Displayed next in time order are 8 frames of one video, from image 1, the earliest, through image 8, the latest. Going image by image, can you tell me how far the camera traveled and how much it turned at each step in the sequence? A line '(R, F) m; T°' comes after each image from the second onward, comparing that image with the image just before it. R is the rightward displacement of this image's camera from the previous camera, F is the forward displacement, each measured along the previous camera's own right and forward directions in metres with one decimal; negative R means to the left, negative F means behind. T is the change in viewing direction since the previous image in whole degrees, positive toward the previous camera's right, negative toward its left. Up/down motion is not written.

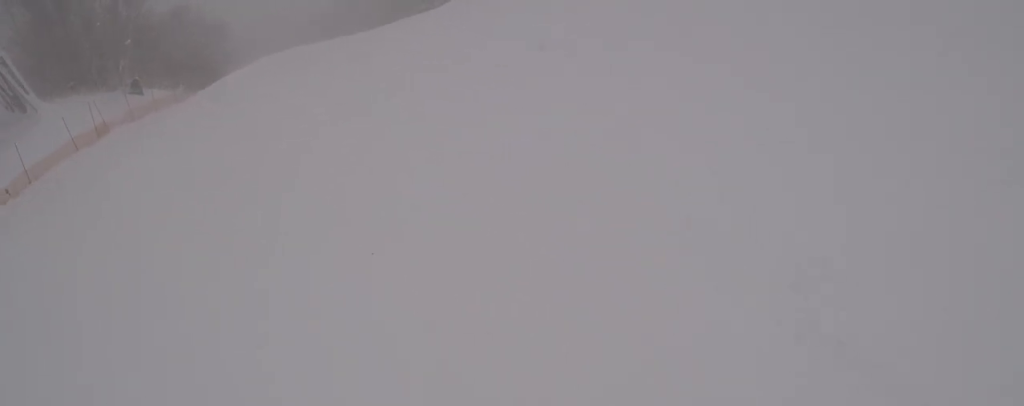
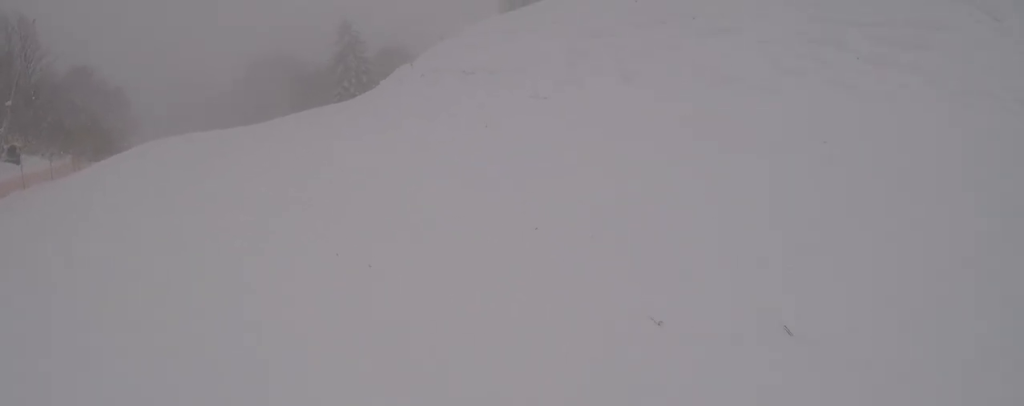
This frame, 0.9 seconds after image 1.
(+1.5, +5.1) m; +4°
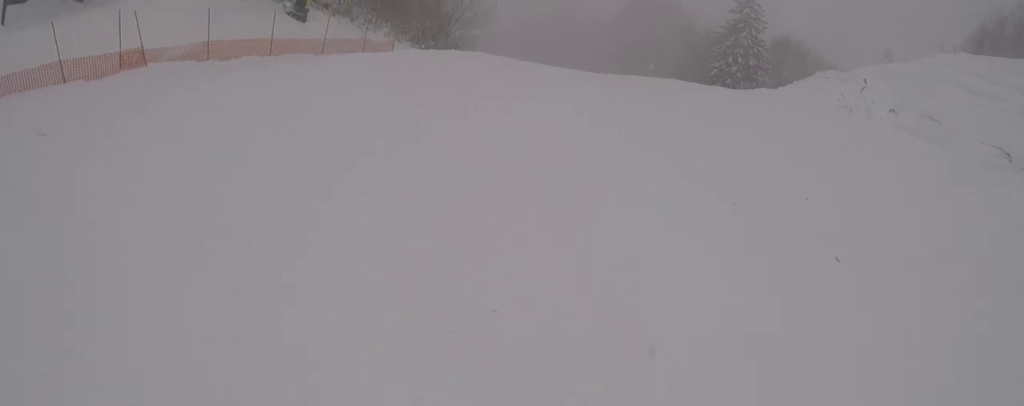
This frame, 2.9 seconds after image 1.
(-2.8, +10.6) m; -19°
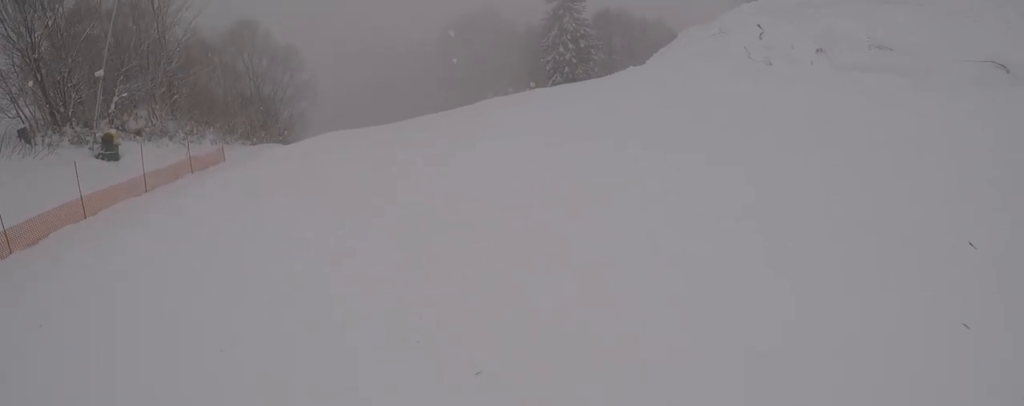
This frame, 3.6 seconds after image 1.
(0.0, +3.4) m; +3°
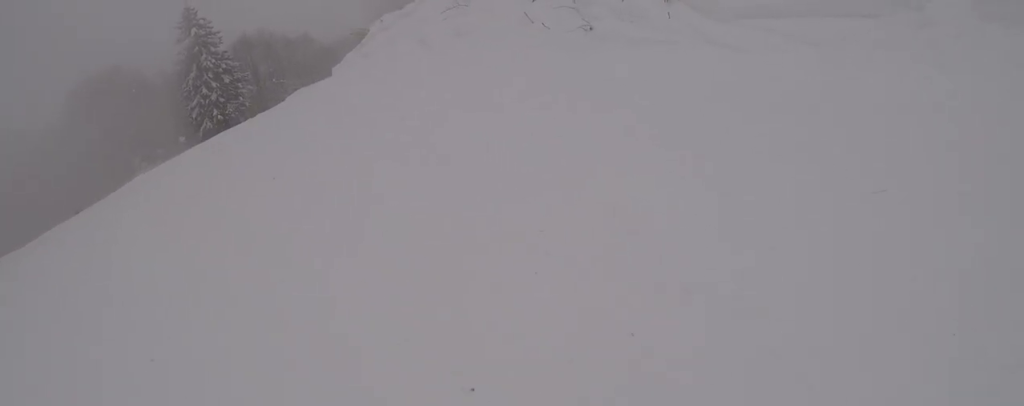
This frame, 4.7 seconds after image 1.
(+0.5, +6.0) m; +4°
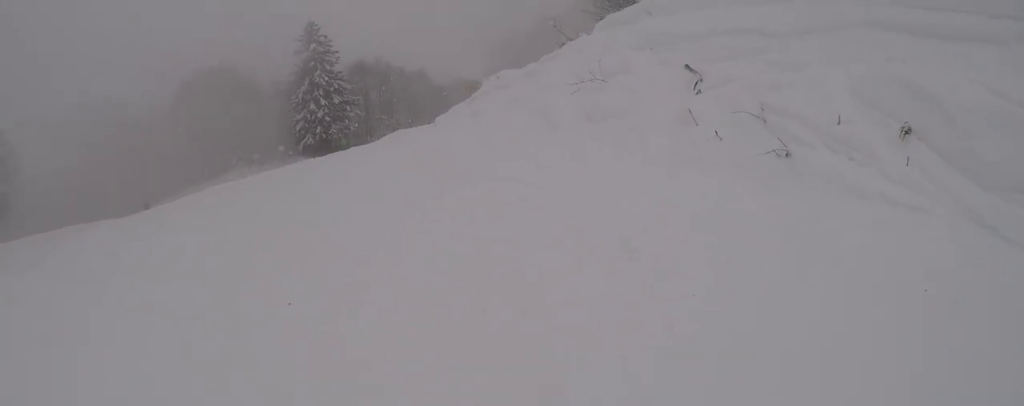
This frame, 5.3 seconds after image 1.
(+0.1, +3.0) m; -1°
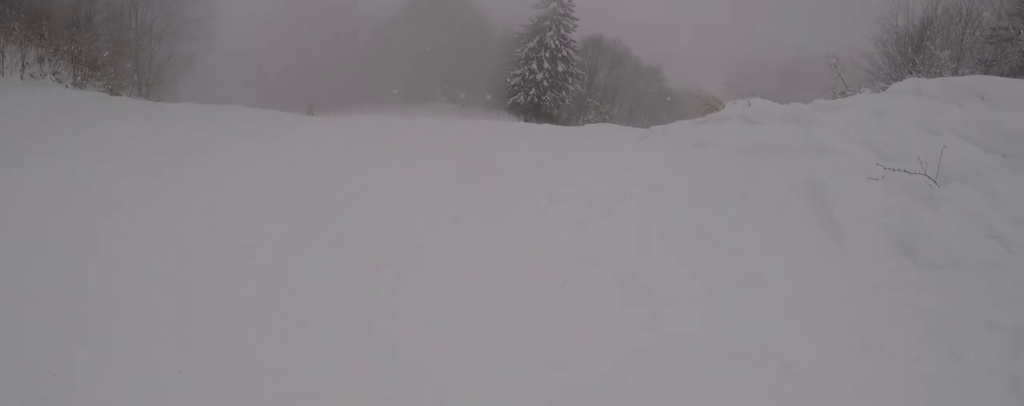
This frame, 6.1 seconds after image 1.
(-0.4, +4.3) m; -4°
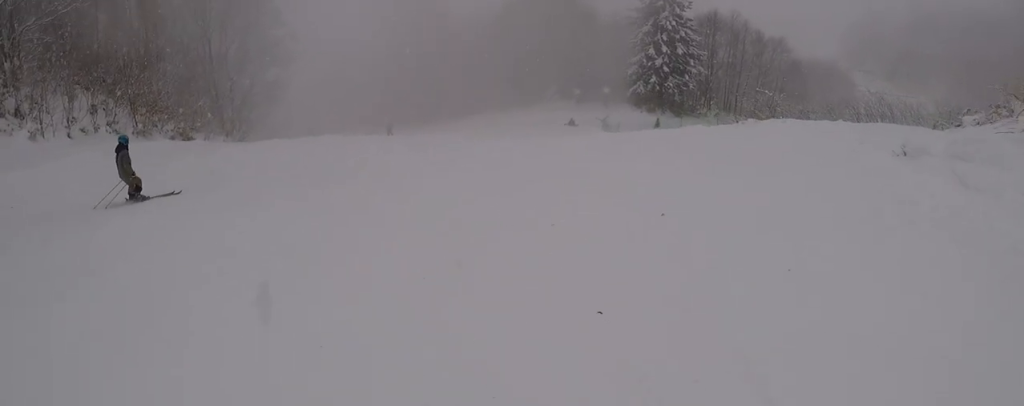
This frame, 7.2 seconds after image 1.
(+0.3, +6.1) m; +11°
